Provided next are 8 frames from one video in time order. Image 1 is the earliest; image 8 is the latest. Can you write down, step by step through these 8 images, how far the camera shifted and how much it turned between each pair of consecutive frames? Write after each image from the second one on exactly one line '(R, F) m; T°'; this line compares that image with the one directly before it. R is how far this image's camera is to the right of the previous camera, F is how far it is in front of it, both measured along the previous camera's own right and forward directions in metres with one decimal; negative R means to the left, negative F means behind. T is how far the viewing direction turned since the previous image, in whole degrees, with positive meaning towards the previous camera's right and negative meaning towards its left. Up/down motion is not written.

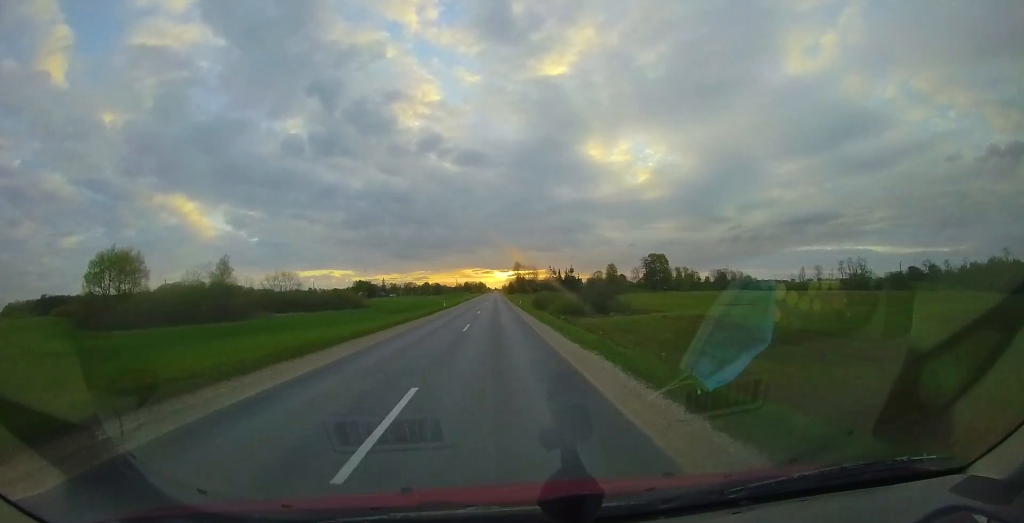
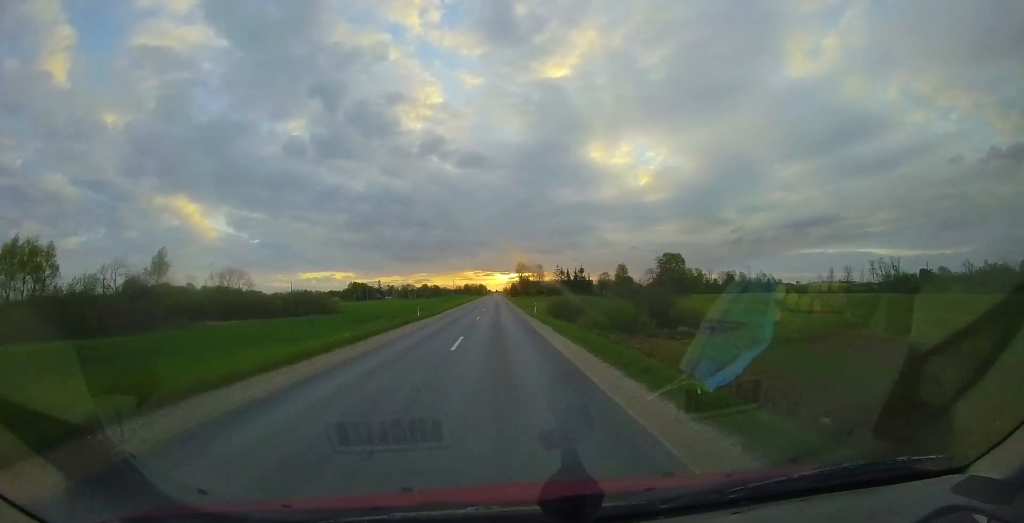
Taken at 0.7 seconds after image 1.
(+0.3, +17.1) m; 0°
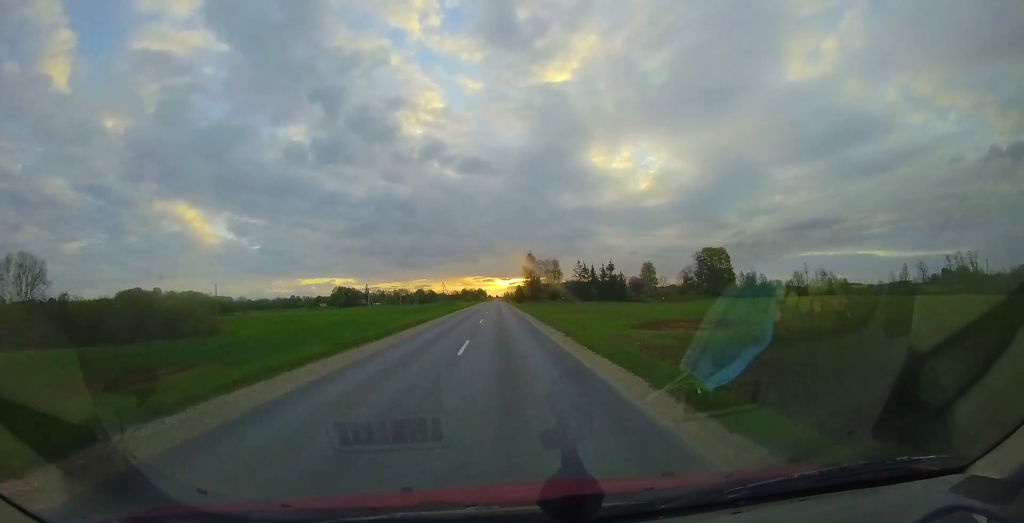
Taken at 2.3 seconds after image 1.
(-1.1, +36.3) m; -2°
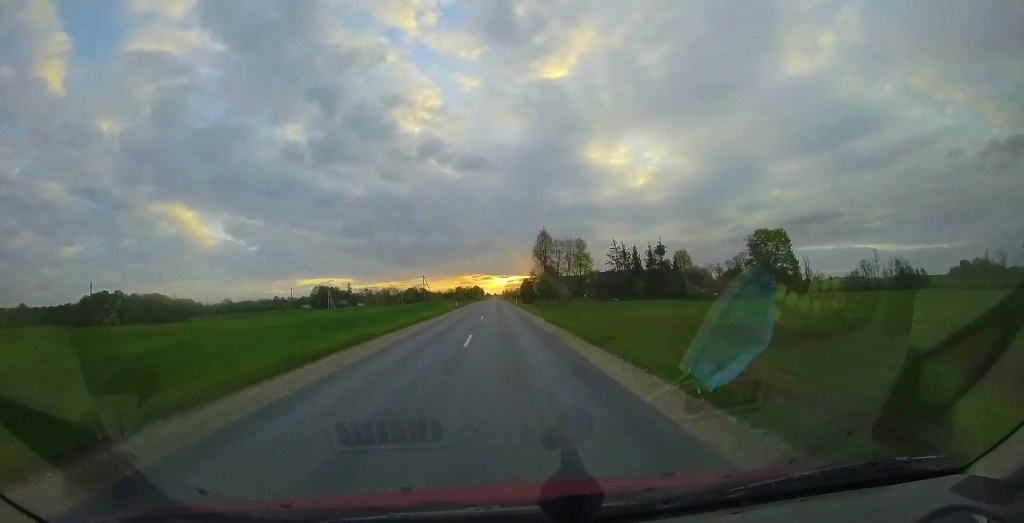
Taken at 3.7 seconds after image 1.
(+0.3, +34.0) m; +1°
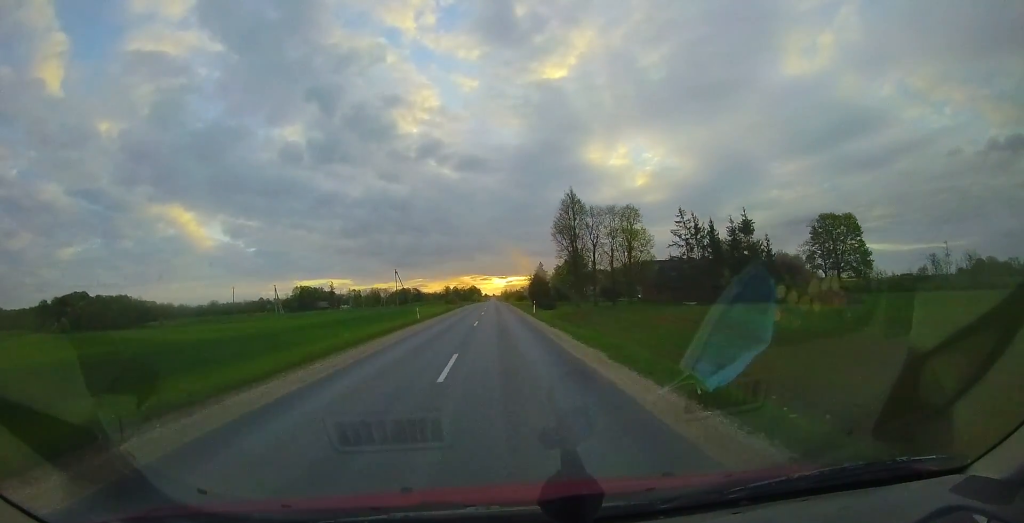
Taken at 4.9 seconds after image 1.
(0.0, +28.6) m; 0°
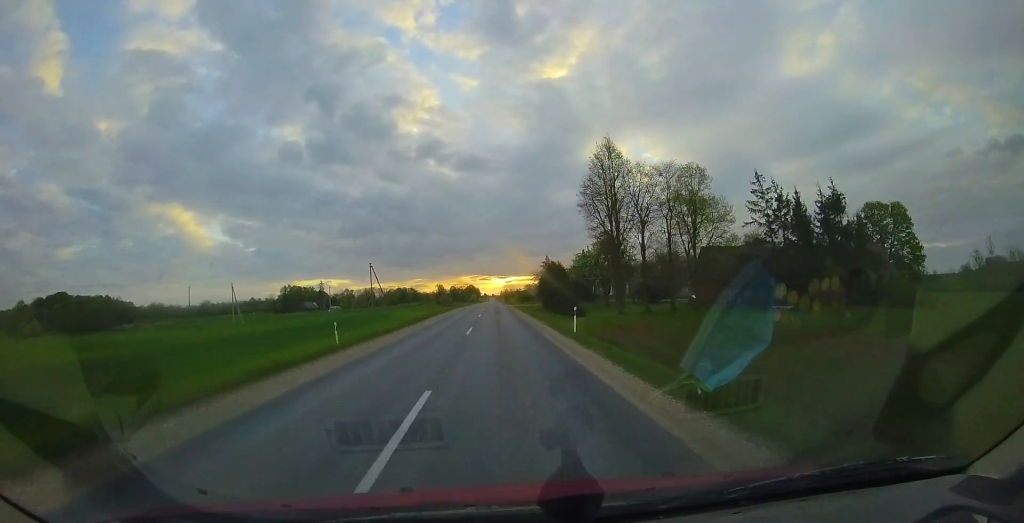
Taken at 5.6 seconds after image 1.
(0.0, +15.7) m; 0°
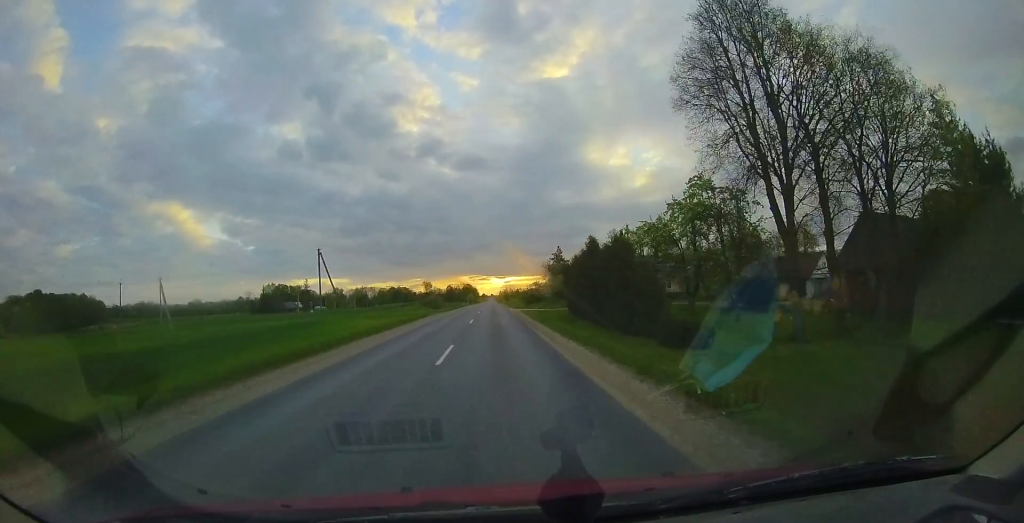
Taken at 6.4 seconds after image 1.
(0.0, +18.3) m; 0°
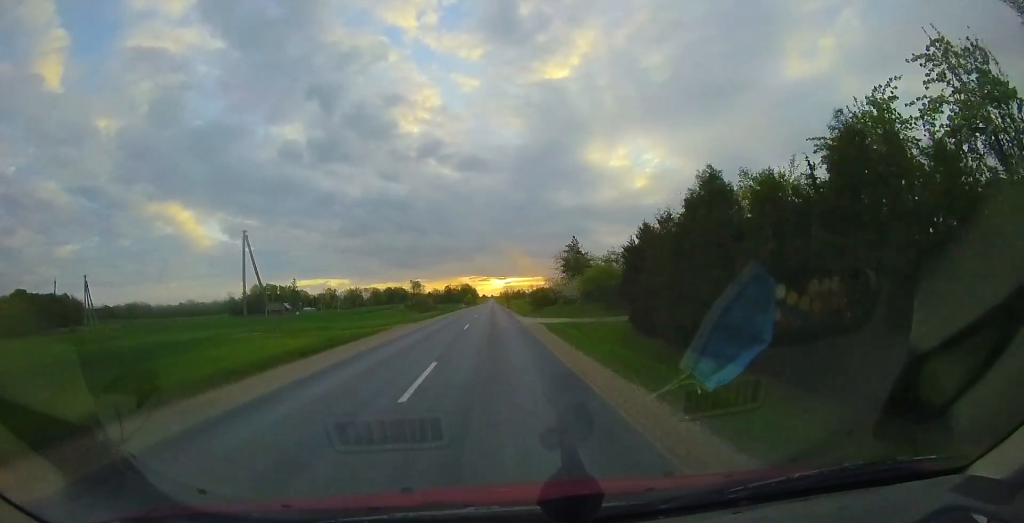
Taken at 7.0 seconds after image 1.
(0.0, +14.7) m; +1°
